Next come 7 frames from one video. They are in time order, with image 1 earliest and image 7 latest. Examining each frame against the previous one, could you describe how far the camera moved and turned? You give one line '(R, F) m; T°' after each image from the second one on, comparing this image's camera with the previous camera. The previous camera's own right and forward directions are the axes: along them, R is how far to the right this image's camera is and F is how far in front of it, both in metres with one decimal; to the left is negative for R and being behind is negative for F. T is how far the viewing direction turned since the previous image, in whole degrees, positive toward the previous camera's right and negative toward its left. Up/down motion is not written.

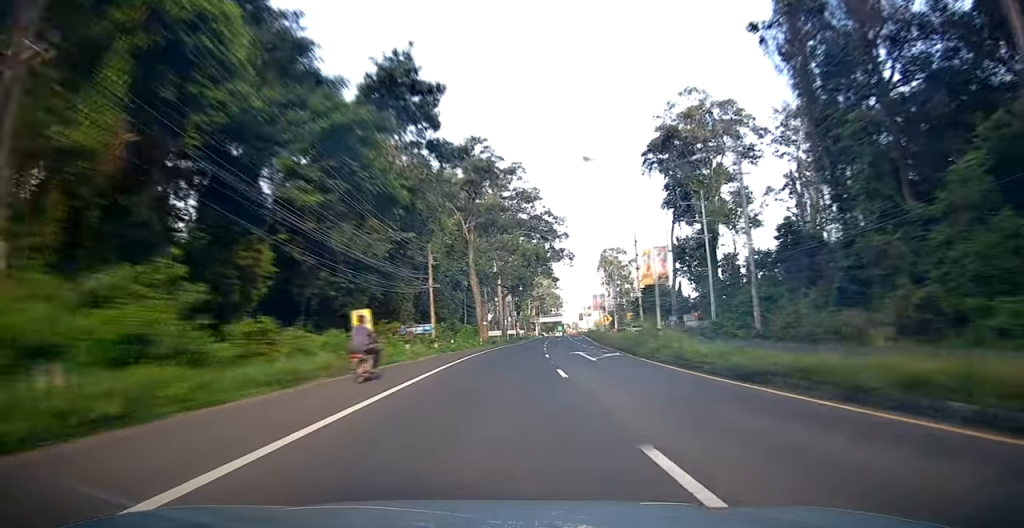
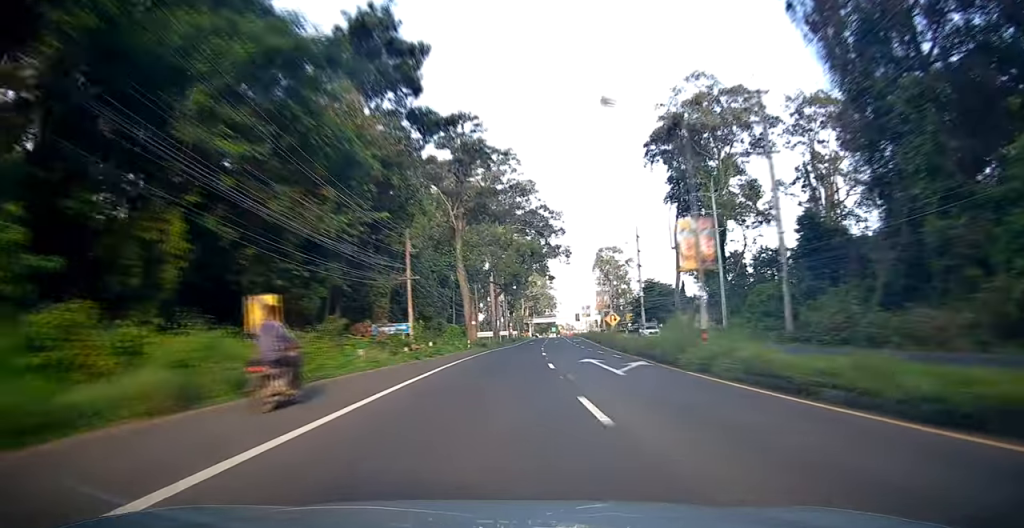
(0.0, +7.2) m; +1°
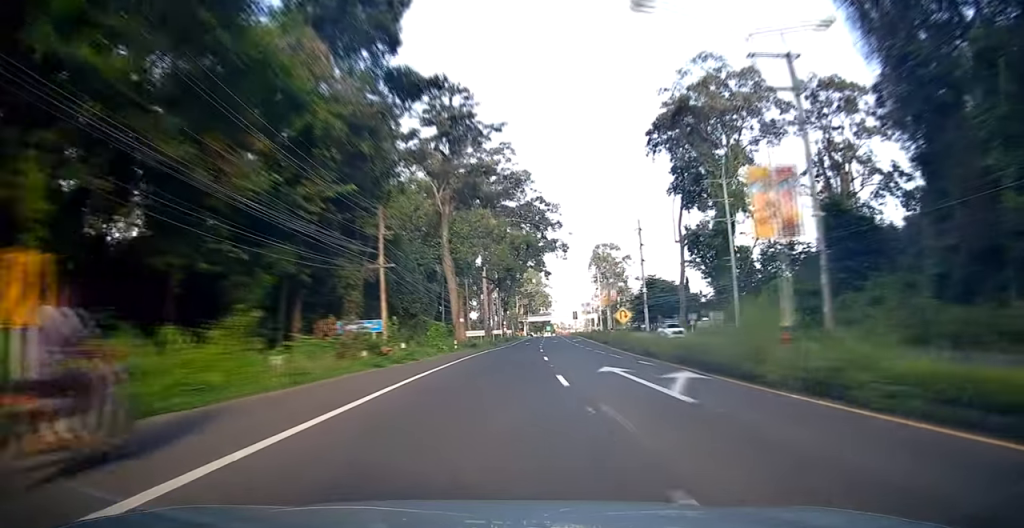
(0.0, +6.6) m; +1°
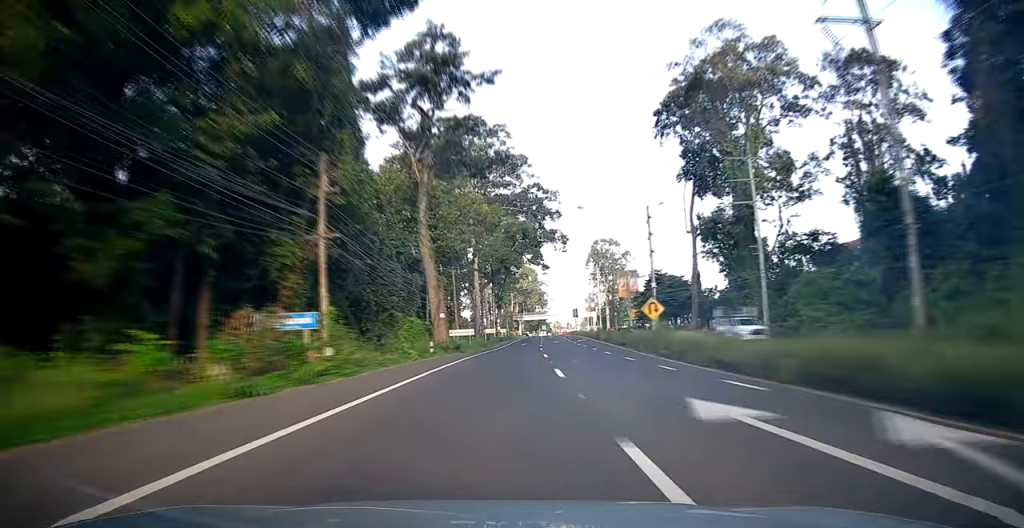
(+0.1, +9.9) m; 0°
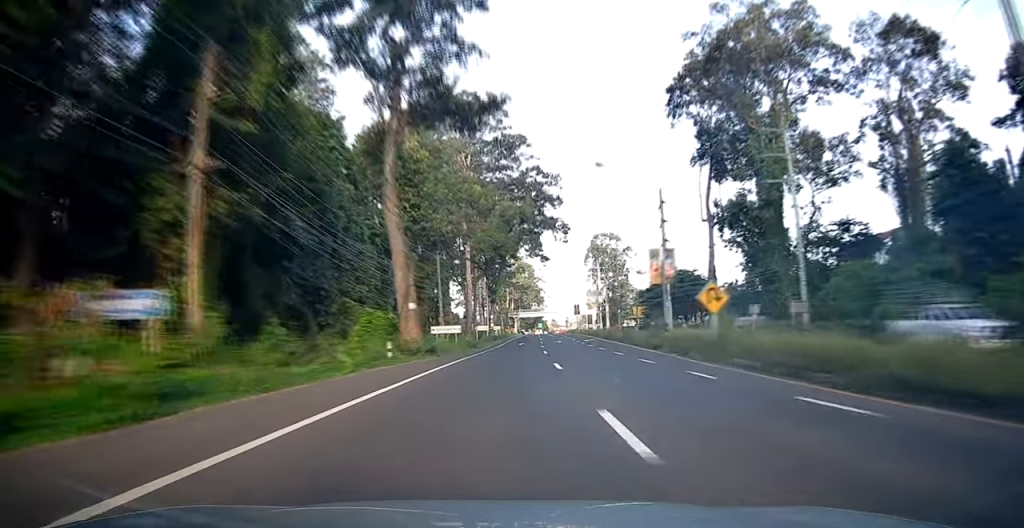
(+0.2, +10.0) m; 0°
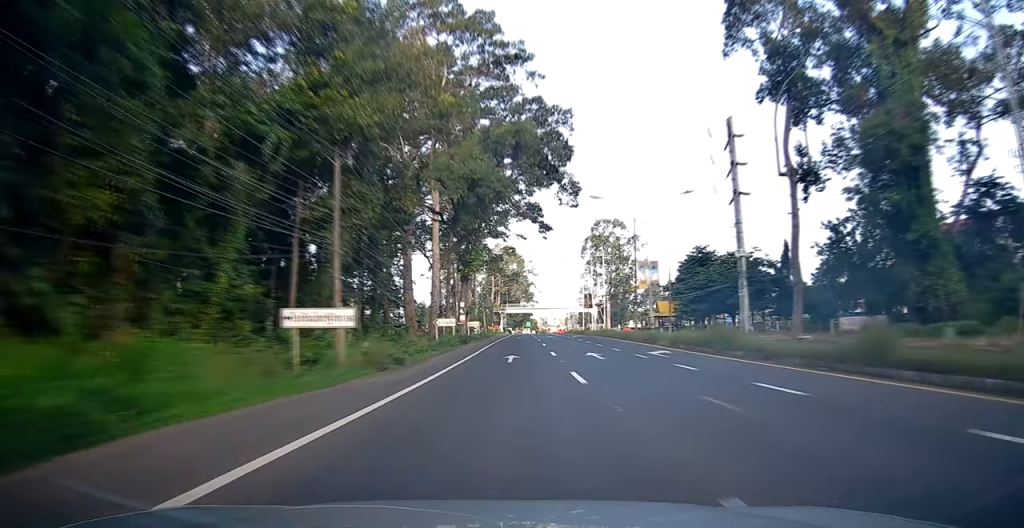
(+0.7, +29.2) m; +3°
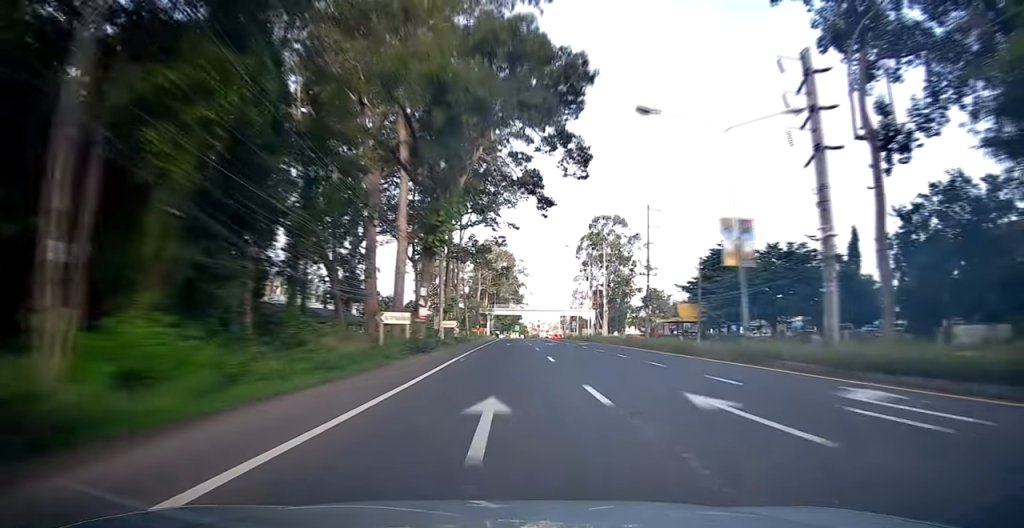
(+0.1, +15.9) m; 0°
